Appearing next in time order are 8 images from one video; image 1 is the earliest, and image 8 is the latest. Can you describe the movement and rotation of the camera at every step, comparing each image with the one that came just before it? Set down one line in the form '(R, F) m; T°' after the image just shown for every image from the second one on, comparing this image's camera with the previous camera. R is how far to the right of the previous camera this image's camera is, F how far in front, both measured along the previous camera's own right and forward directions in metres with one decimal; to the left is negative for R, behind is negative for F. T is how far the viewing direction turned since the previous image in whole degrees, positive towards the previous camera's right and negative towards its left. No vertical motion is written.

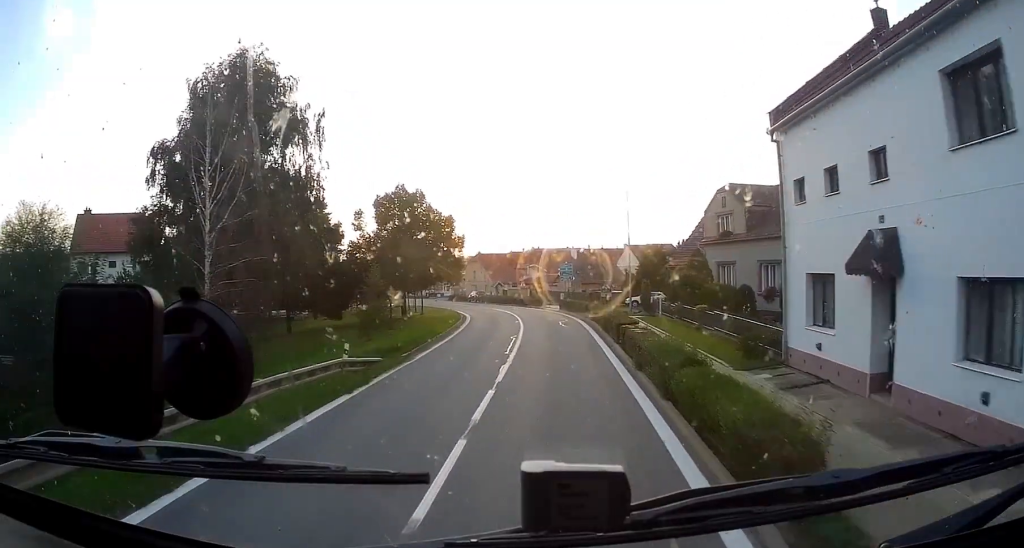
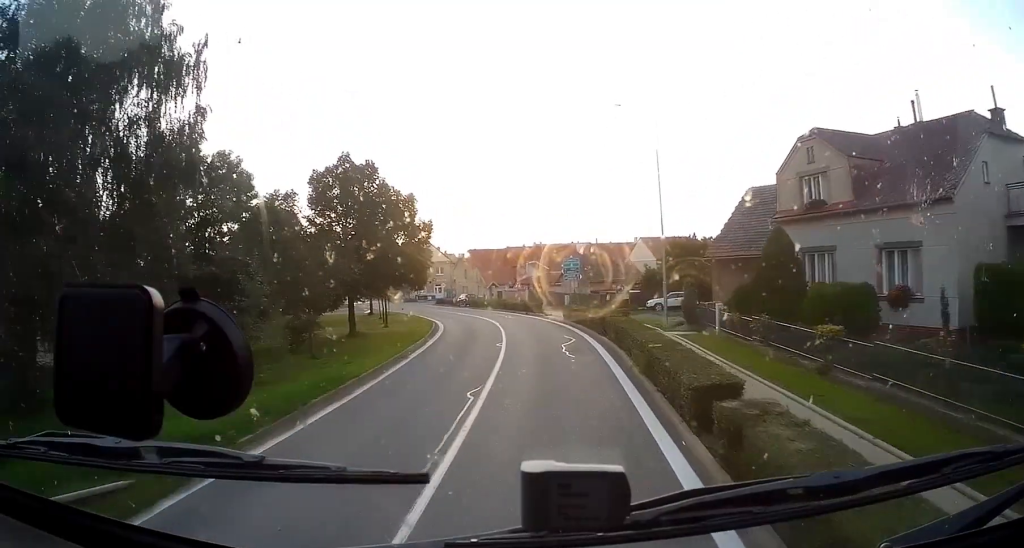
(+0.1, +13.1) m; +1°
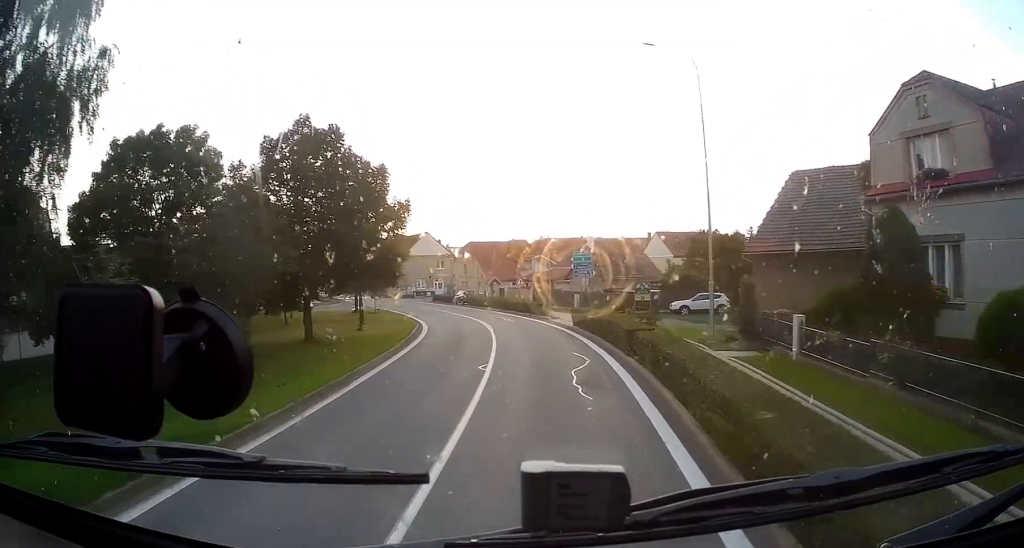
(+0.1, +7.5) m; -1°
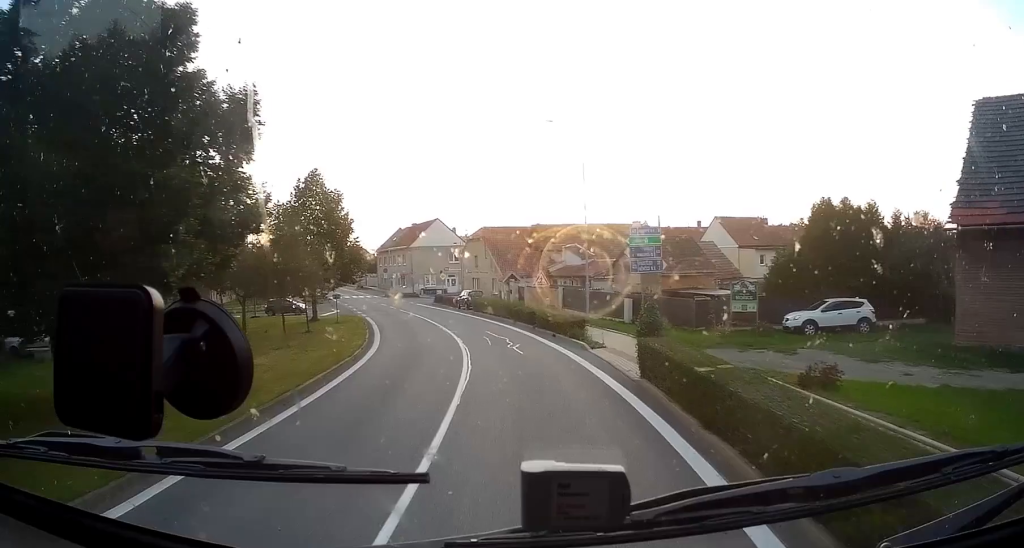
(-1.2, +17.5) m; -7°
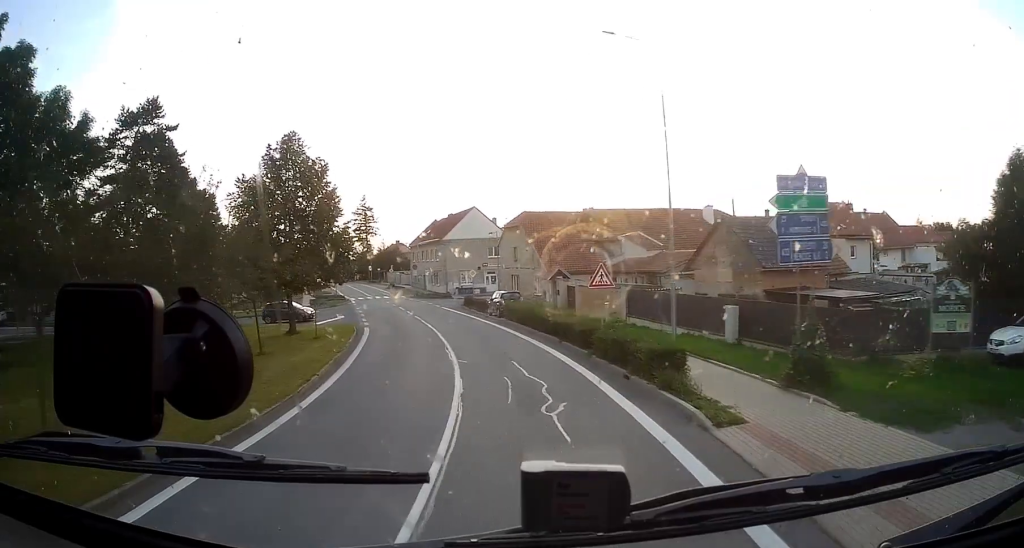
(-0.2, +11.7) m; -5°
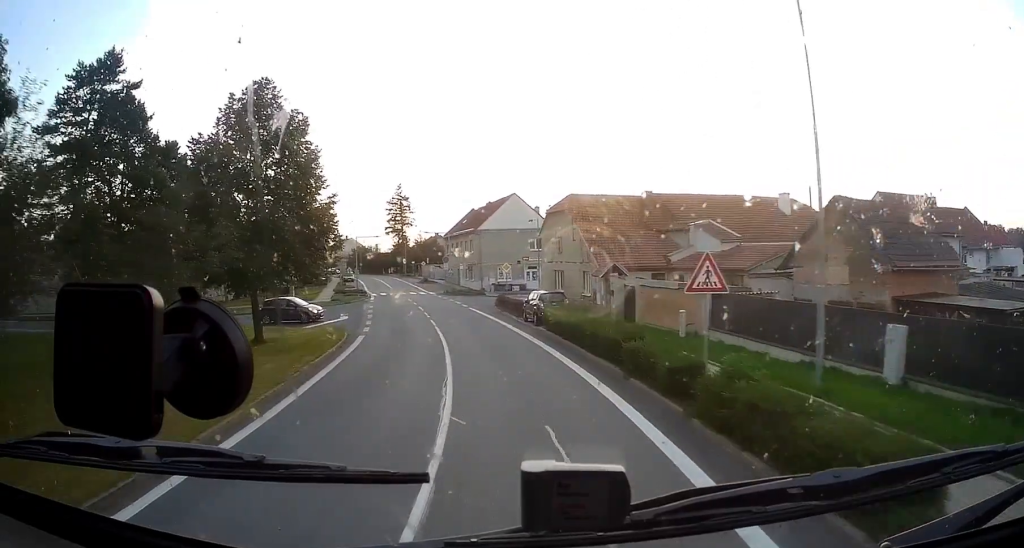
(-0.3, +8.6) m; -4°
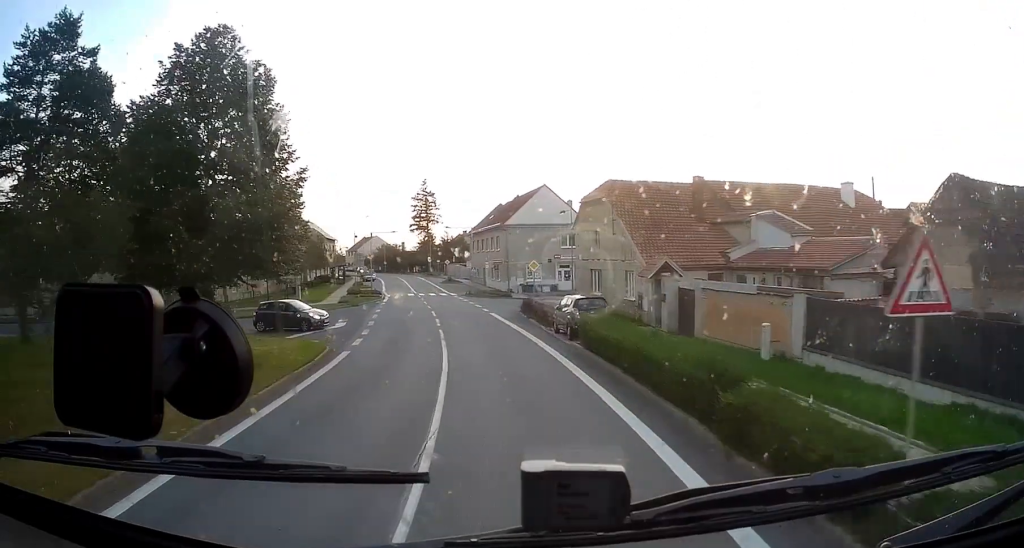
(-0.2, +6.1) m; -4°
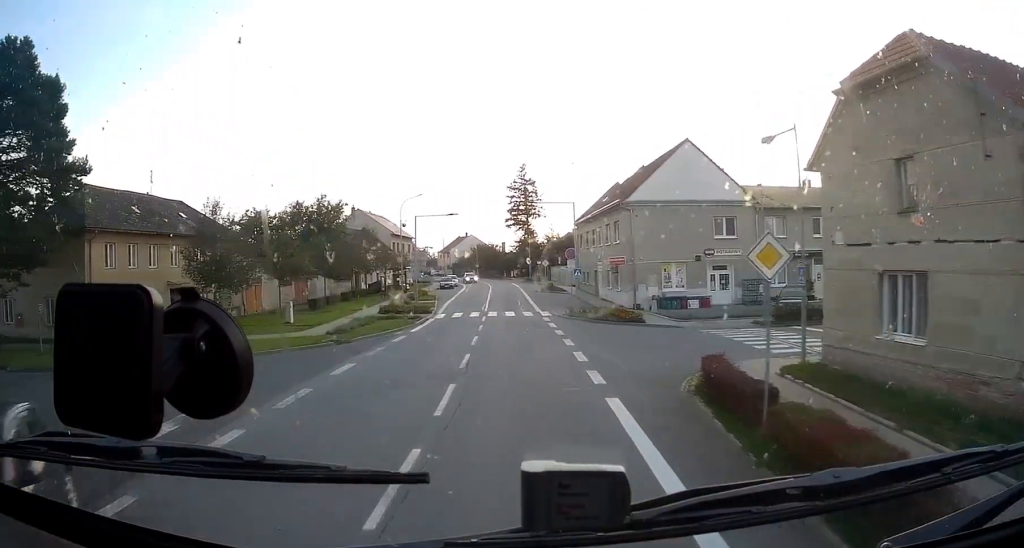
(-1.4, +22.6) m; -8°
